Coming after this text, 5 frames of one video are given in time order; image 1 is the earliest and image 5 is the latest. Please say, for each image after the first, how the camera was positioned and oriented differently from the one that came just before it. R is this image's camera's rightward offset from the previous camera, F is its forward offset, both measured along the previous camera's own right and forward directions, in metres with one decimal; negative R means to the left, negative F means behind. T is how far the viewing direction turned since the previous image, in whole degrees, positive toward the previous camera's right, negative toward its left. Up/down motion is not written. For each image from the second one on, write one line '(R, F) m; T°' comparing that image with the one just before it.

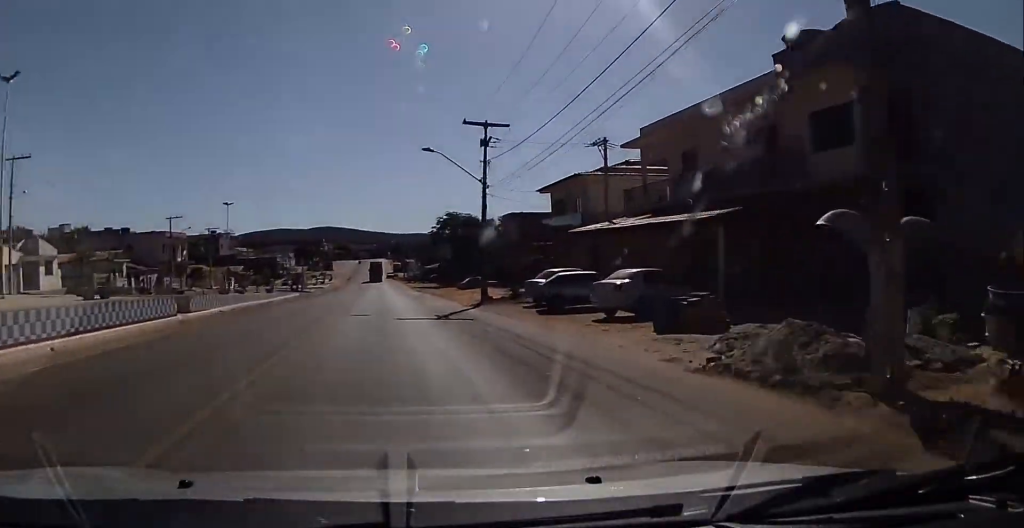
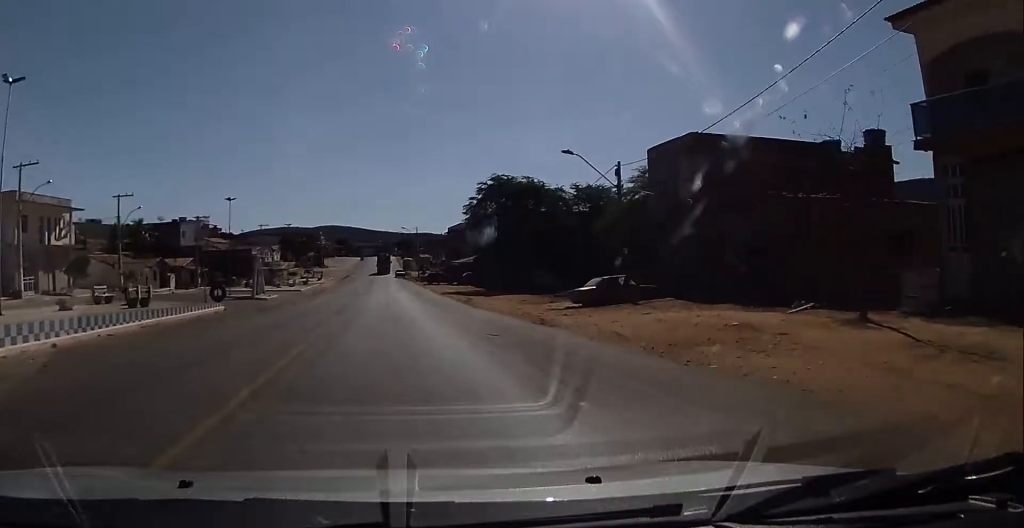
(+0.4, +38.0) m; +1°
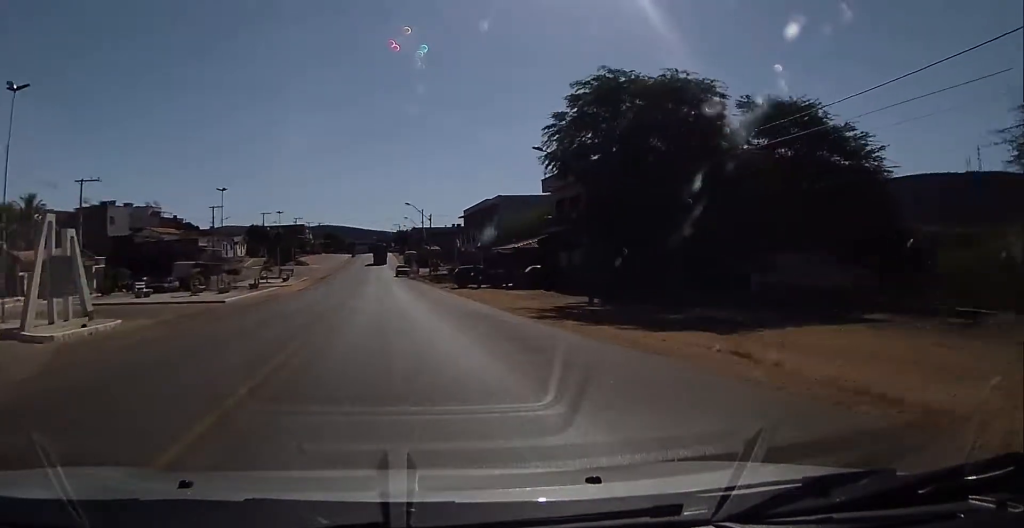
(-1.2, +34.8) m; -2°
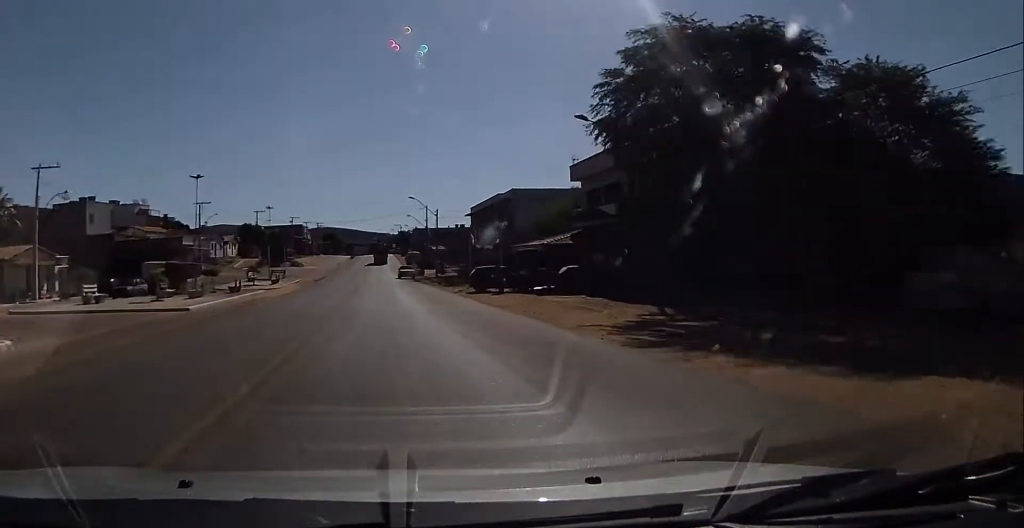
(0.0, +8.1) m; 0°
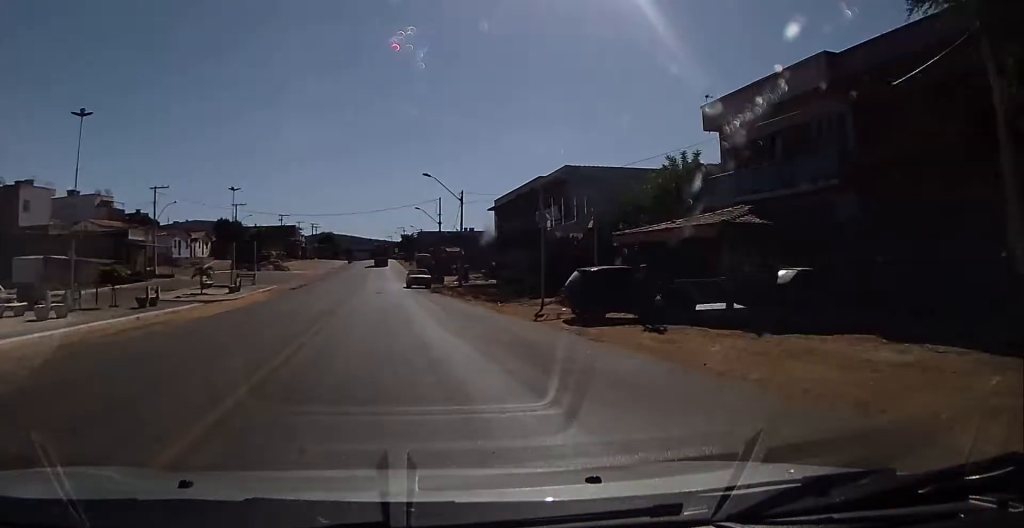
(0.0, +20.1) m; 0°
